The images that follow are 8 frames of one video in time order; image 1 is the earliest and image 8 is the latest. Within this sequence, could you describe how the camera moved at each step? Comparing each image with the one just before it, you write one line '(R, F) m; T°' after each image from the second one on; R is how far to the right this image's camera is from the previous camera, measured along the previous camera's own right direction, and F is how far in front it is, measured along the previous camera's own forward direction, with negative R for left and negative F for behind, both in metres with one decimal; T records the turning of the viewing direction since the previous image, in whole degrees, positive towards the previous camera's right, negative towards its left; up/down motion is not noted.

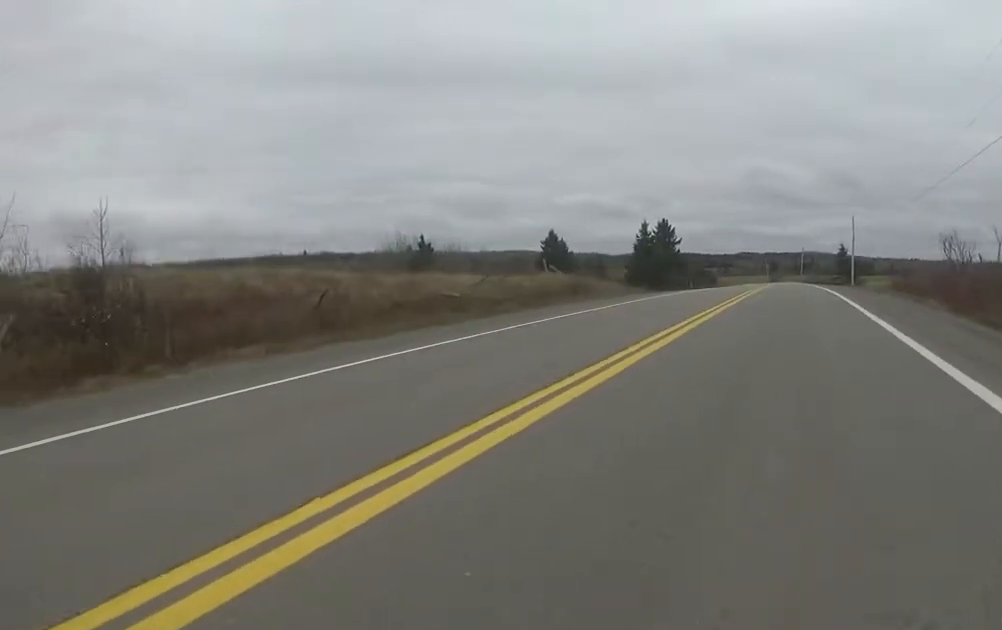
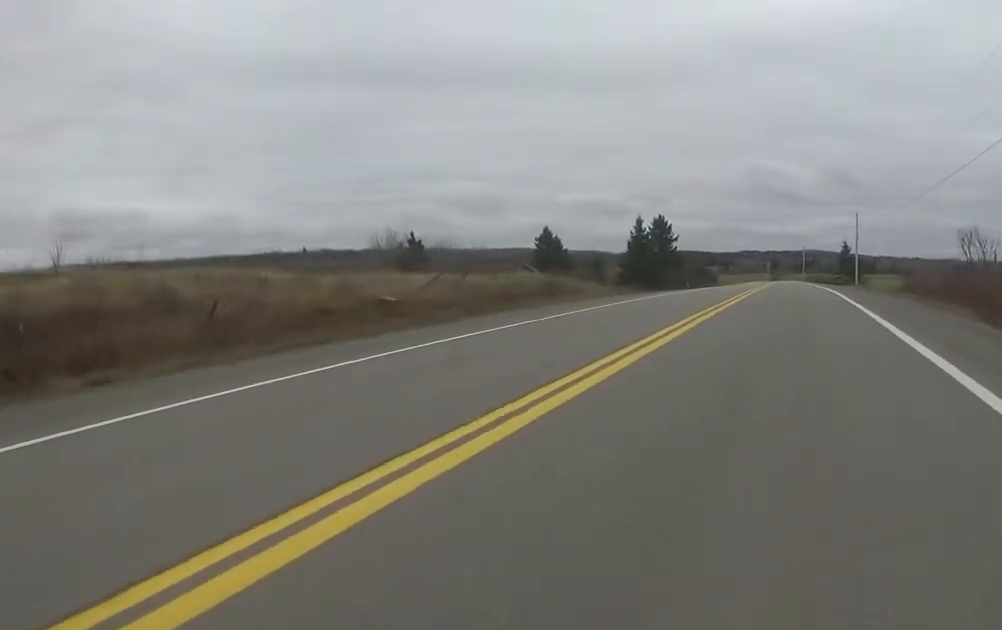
(0.0, +3.1) m; 0°
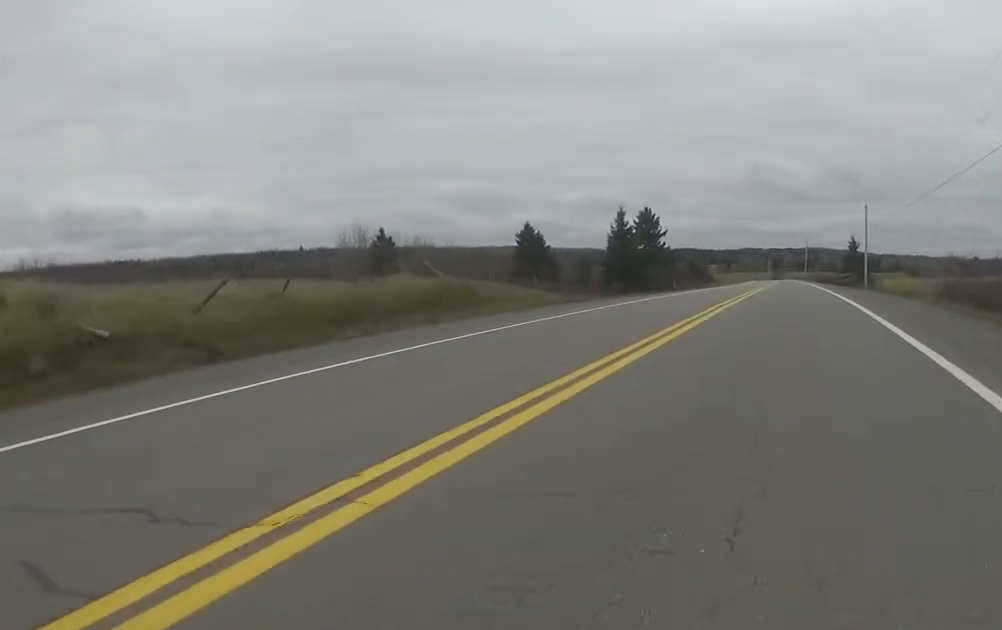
(0.0, +8.1) m; -3°
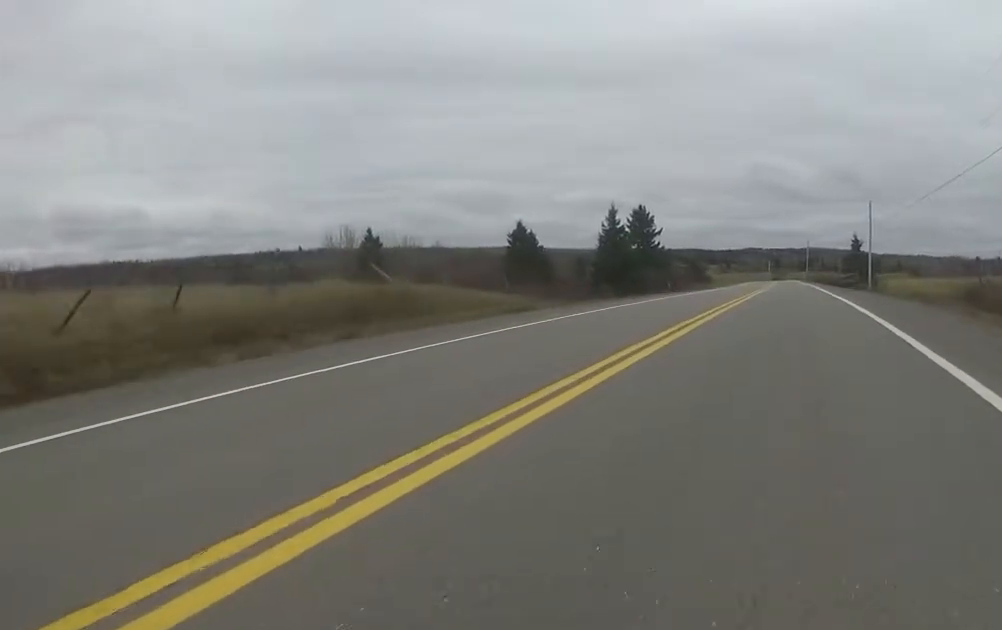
(0.0, +3.1) m; 0°
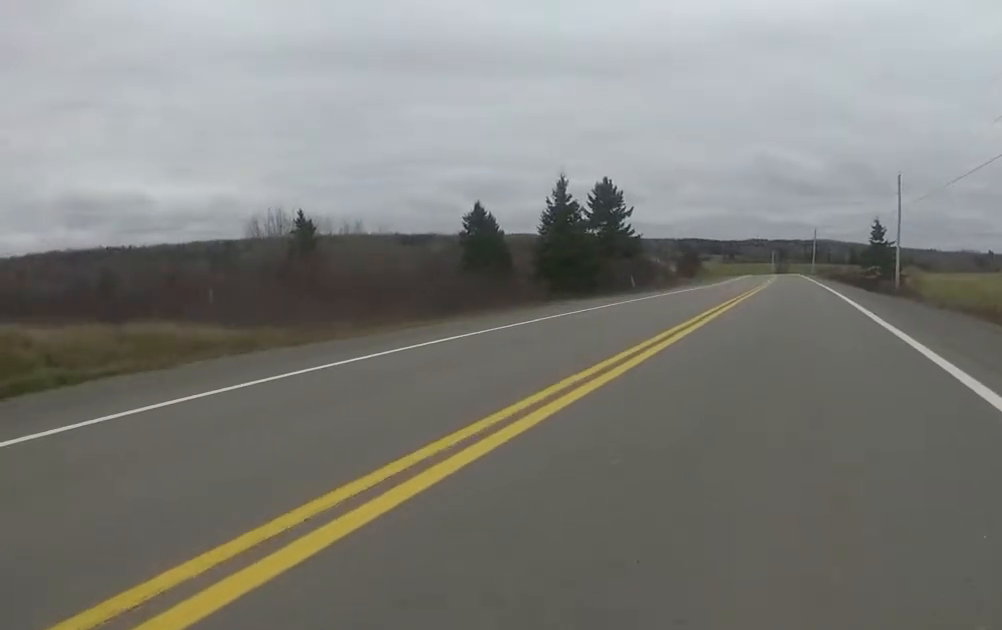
(+0.4, +15.4) m; +1°
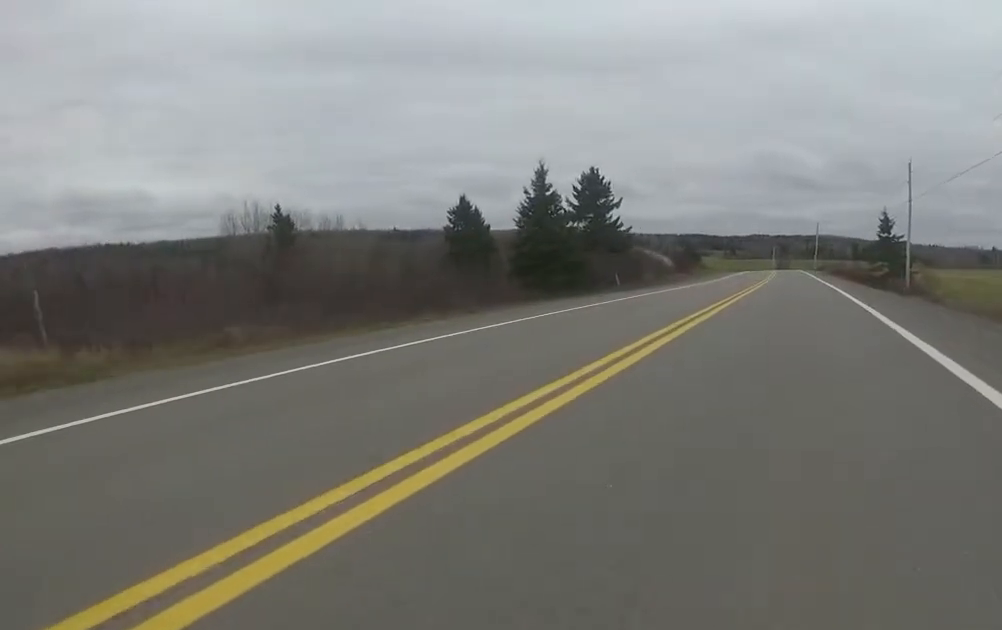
(-0.3, +4.1) m; -1°
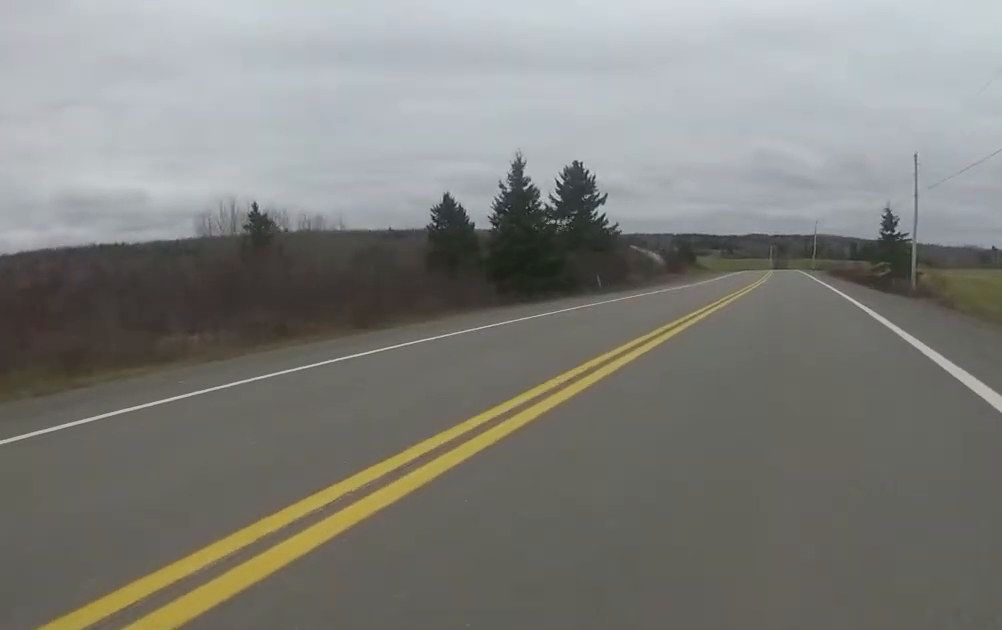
(-0.1, +3.3) m; 0°
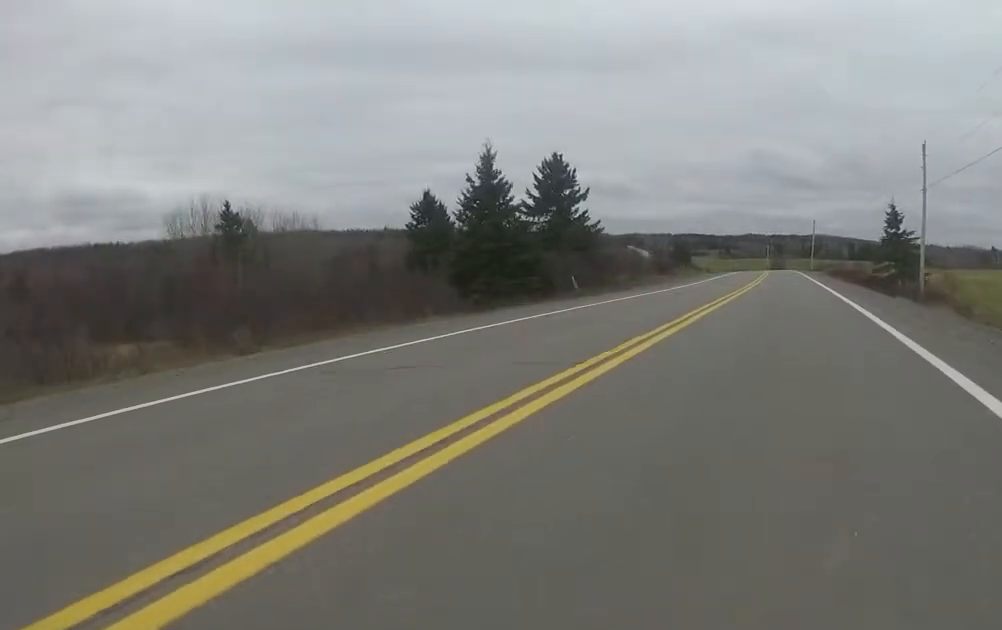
(+0.1, +3.6) m; +2°
